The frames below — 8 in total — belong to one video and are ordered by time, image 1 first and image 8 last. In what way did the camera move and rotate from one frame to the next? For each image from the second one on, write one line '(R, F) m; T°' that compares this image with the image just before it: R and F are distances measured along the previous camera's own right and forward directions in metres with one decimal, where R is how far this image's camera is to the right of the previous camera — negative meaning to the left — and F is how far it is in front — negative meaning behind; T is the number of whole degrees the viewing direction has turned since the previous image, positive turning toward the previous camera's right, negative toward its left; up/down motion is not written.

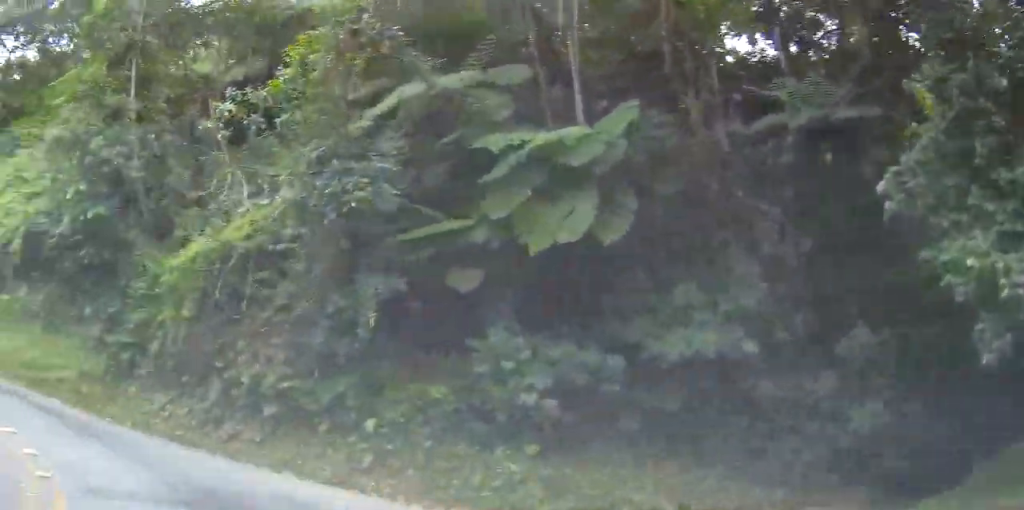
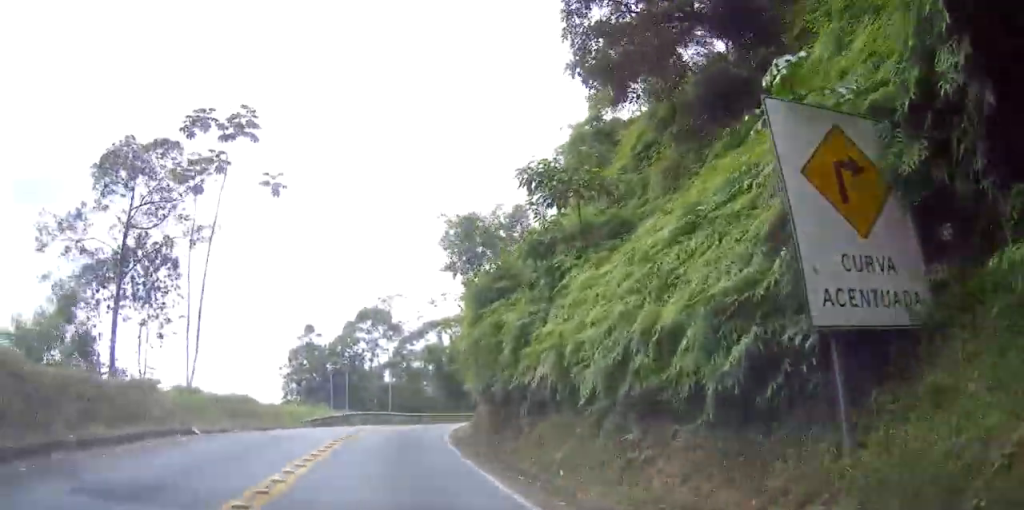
(-3.0, +10.1) m; -59°
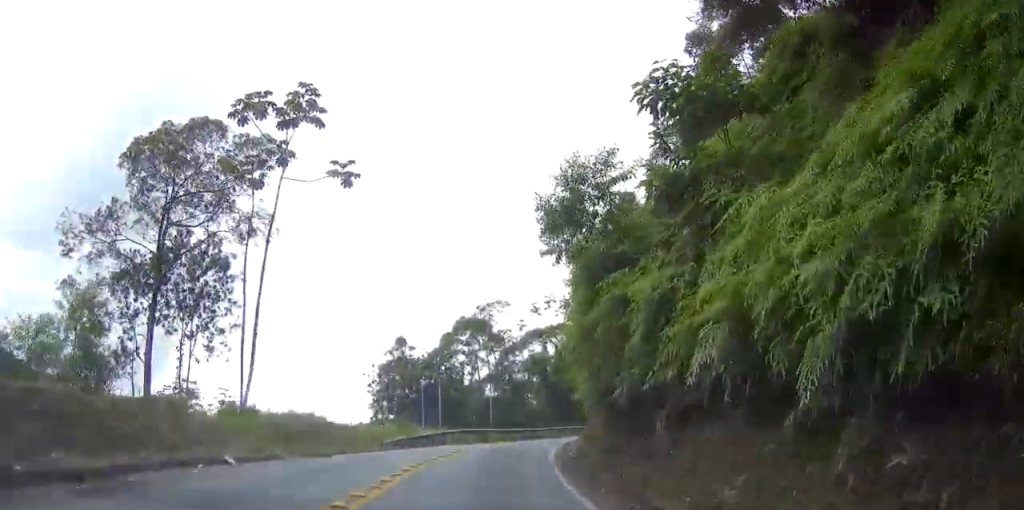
(-0.6, +3.0) m; -19°
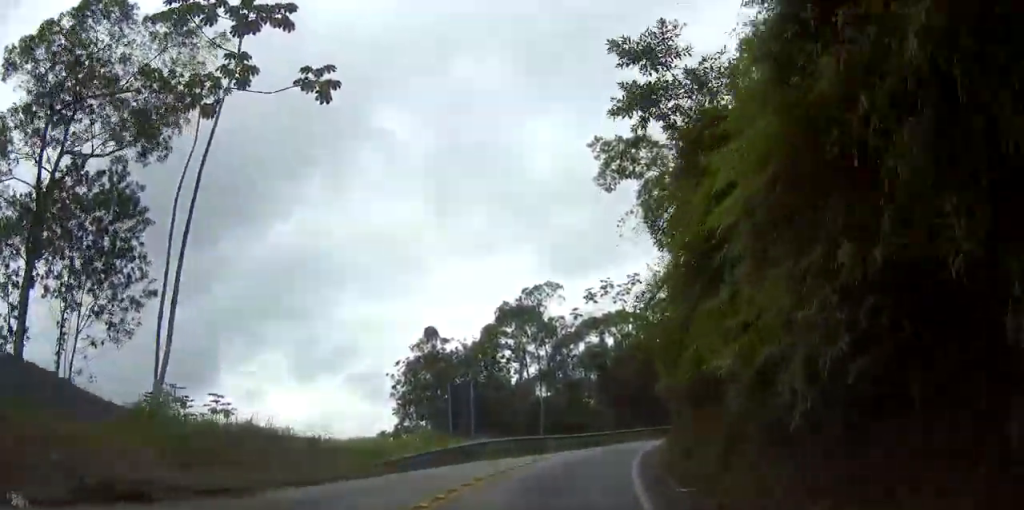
(-1.0, +8.8) m; -6°
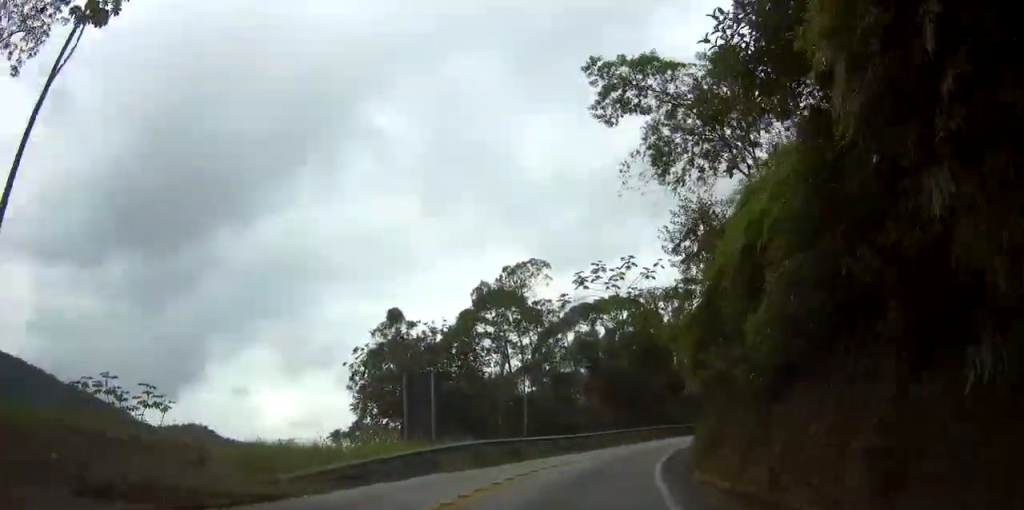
(0.0, +6.7) m; +3°
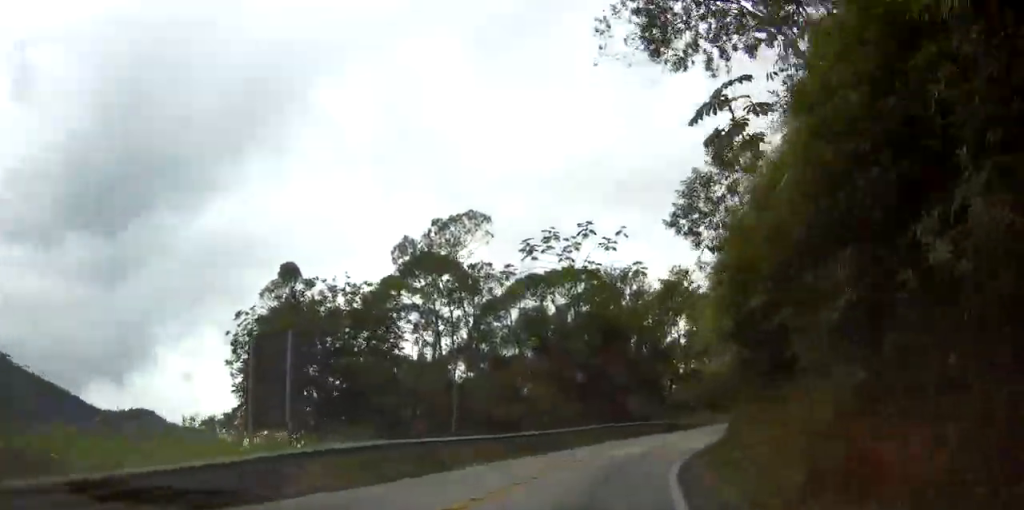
(+0.4, +8.9) m; +5°
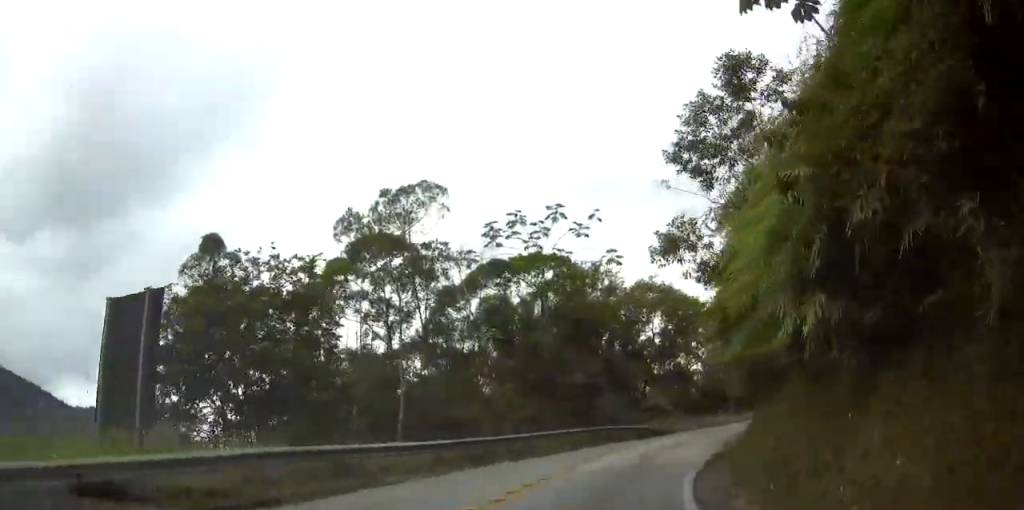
(0.0, +4.6) m; +3°
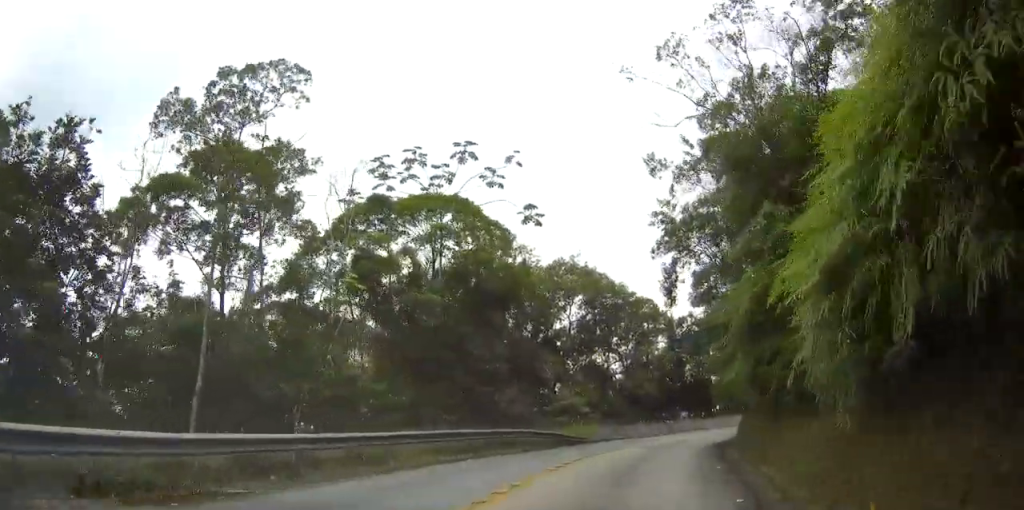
(+0.6, +9.5) m; +6°
